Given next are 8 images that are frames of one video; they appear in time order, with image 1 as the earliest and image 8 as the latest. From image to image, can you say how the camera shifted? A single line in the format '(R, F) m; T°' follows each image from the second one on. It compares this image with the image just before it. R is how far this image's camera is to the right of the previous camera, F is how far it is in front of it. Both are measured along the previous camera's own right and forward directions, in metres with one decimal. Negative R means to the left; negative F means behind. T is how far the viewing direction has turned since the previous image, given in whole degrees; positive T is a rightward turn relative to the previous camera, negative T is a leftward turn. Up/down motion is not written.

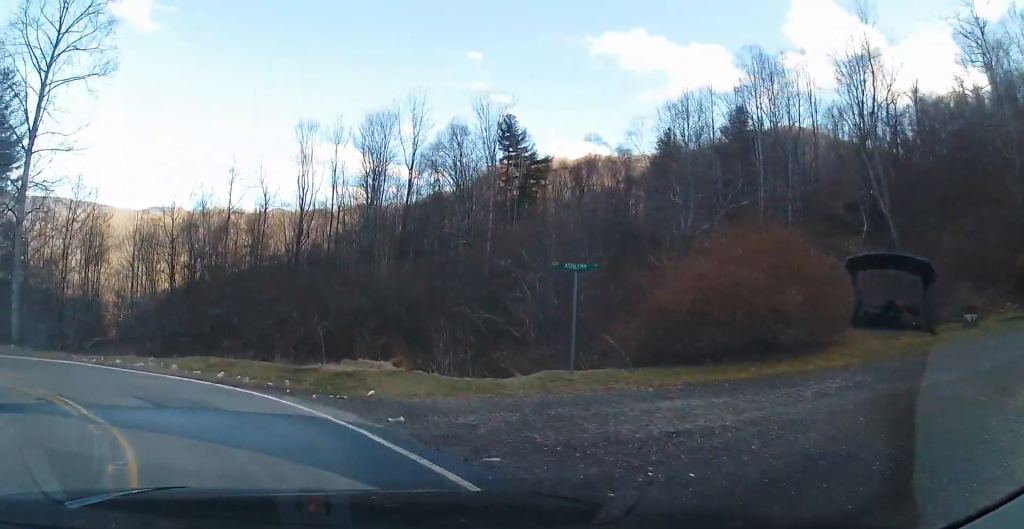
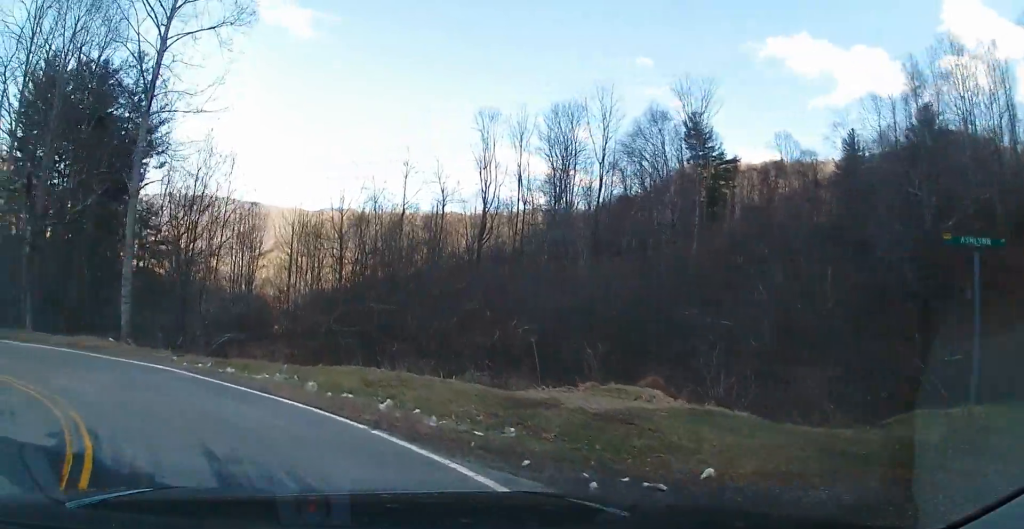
(-0.9, +5.4) m; -22°
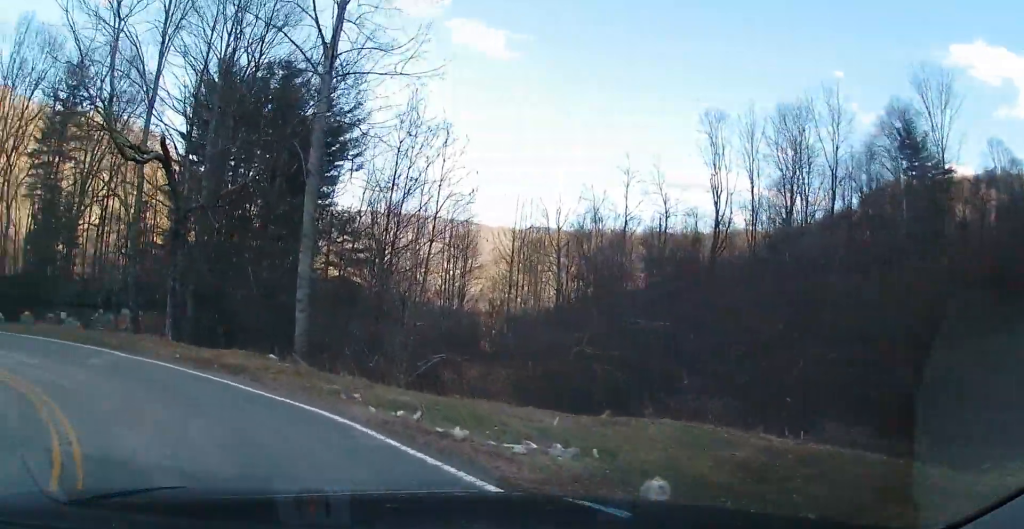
(-1.2, +5.3) m; -21°
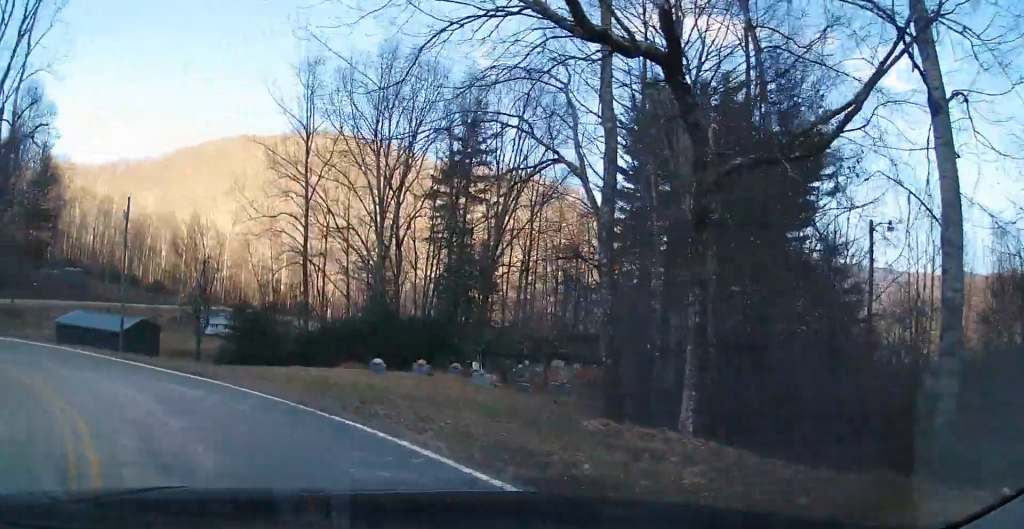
(-2.6, +9.7) m; -35°
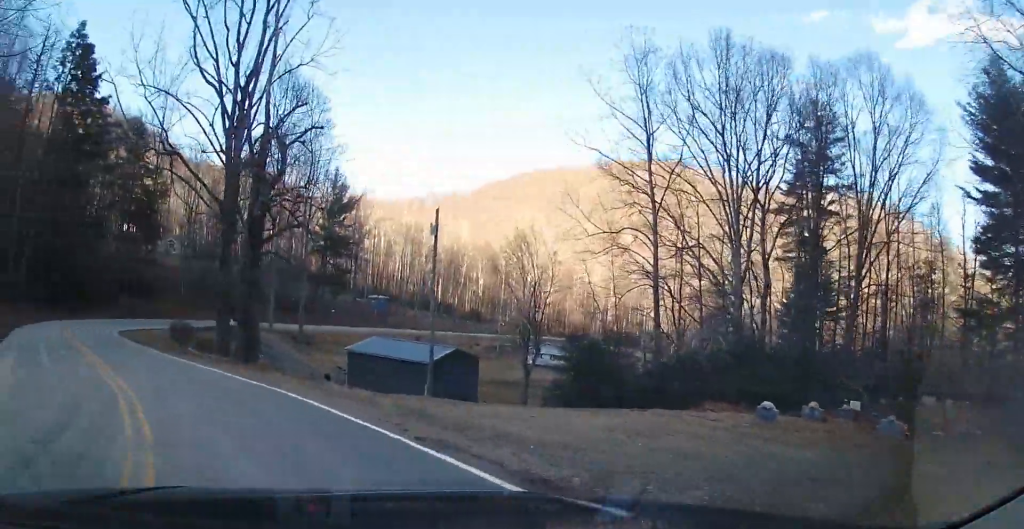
(-2.3, +7.1) m; -32°
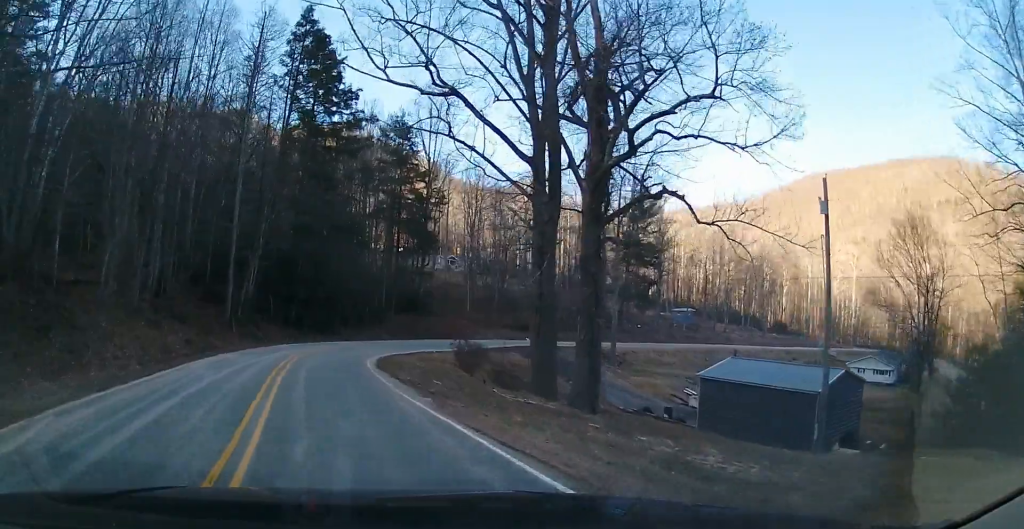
(-2.3, +11.4) m; -15°
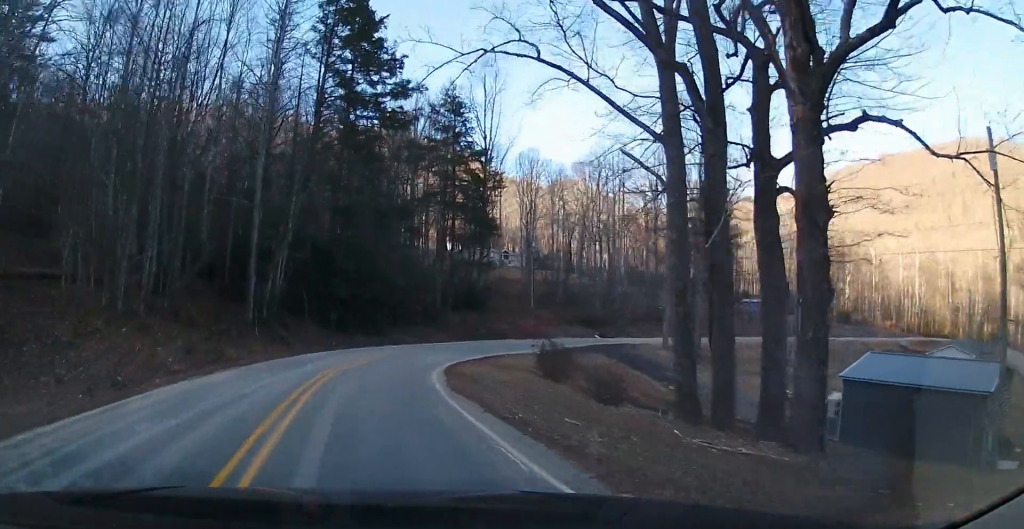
(-0.4, +7.2) m; -3°
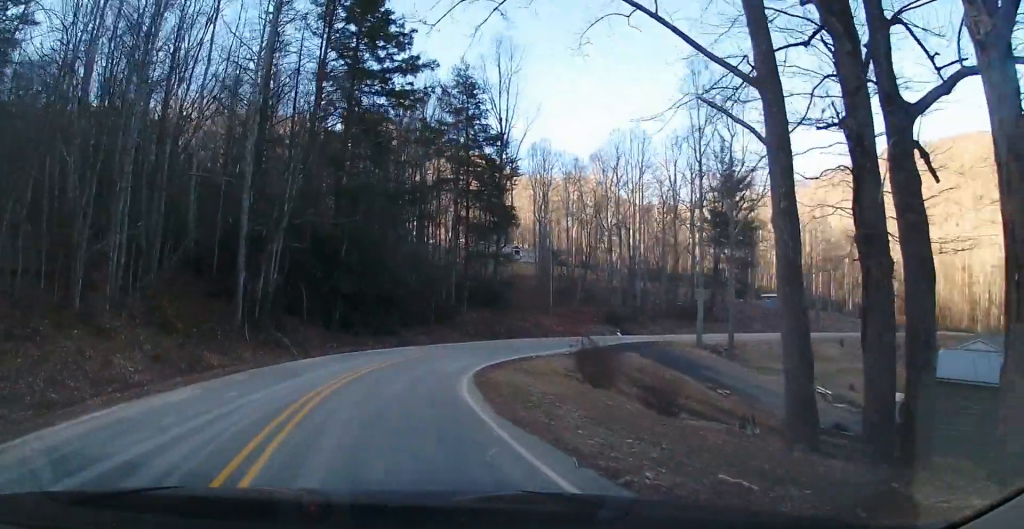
(-0.1, +4.1) m; 0°
